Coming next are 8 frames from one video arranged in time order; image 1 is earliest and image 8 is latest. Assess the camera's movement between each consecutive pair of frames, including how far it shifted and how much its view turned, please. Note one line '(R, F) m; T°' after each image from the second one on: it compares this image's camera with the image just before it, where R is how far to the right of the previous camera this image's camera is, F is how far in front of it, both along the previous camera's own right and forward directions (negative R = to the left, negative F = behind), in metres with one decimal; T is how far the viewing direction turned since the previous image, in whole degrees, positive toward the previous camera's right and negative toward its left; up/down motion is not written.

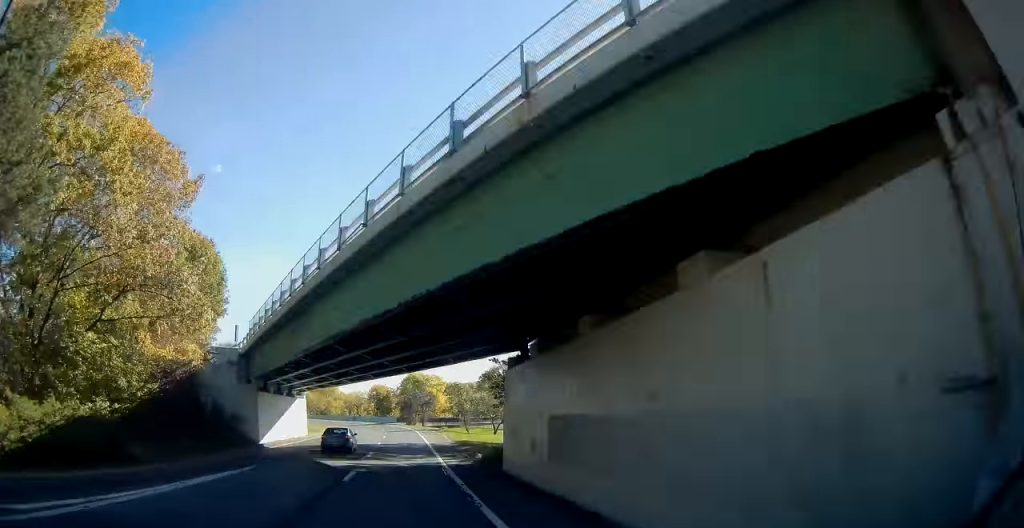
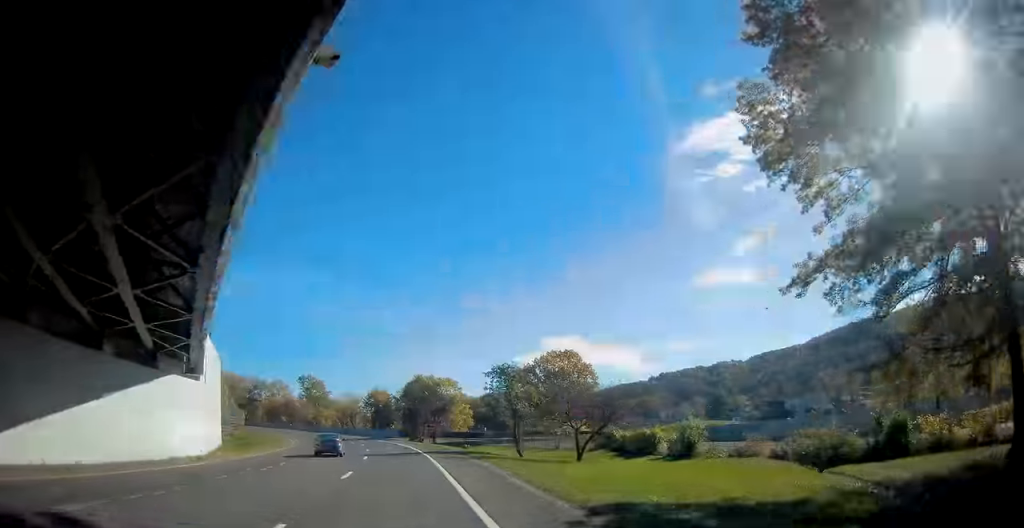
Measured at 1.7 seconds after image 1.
(+0.3, +34.5) m; -1°
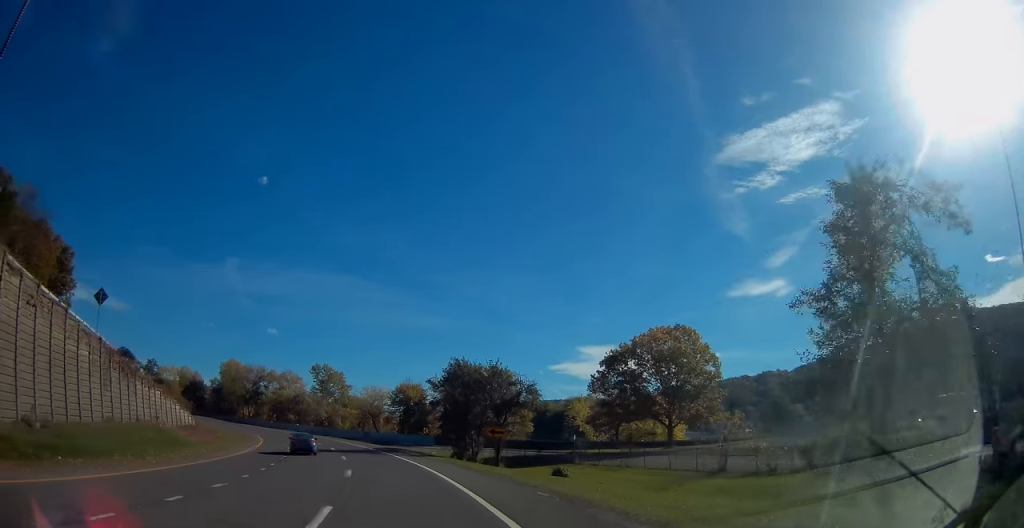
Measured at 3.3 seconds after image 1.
(-1.2, +32.5) m; -4°
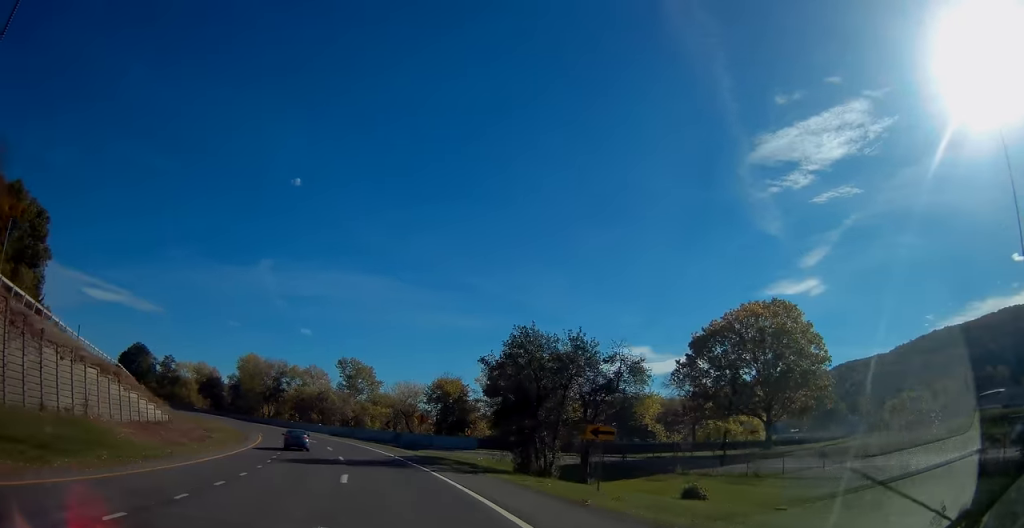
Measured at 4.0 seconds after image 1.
(-0.3, +14.1) m; -3°
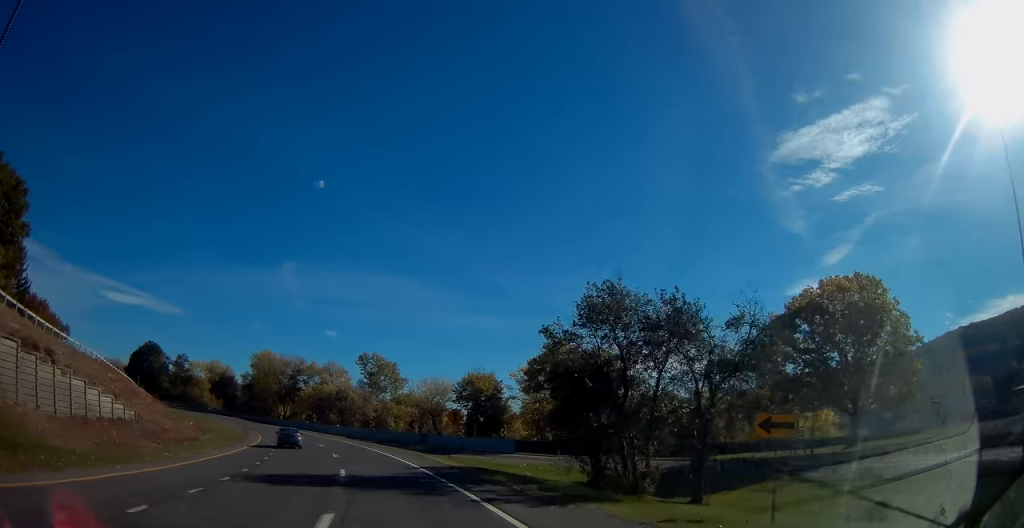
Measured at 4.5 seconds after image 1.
(+0.2, +9.5) m; -3°
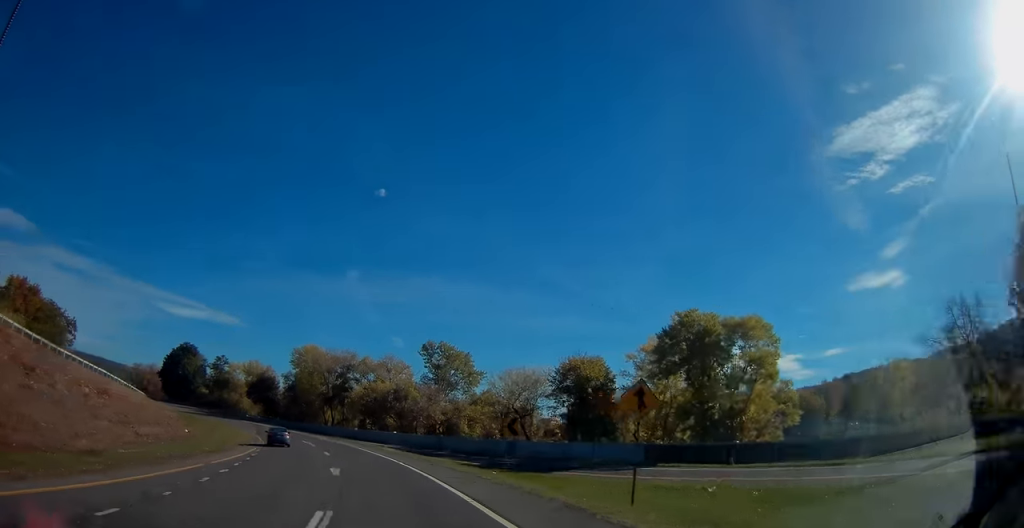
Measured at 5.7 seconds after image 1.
(-1.9, +21.0) m; -9°
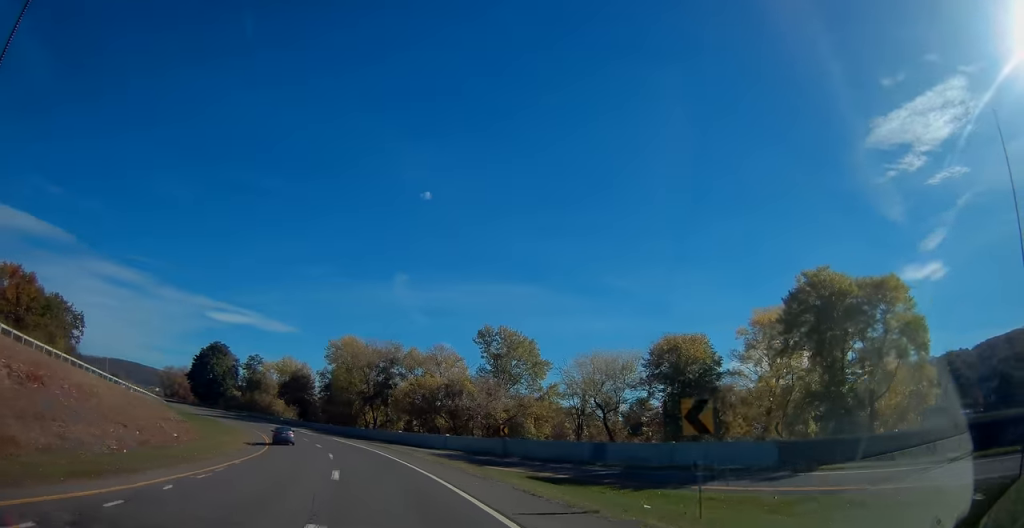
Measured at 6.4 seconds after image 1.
(-0.6, +12.7) m; -4°
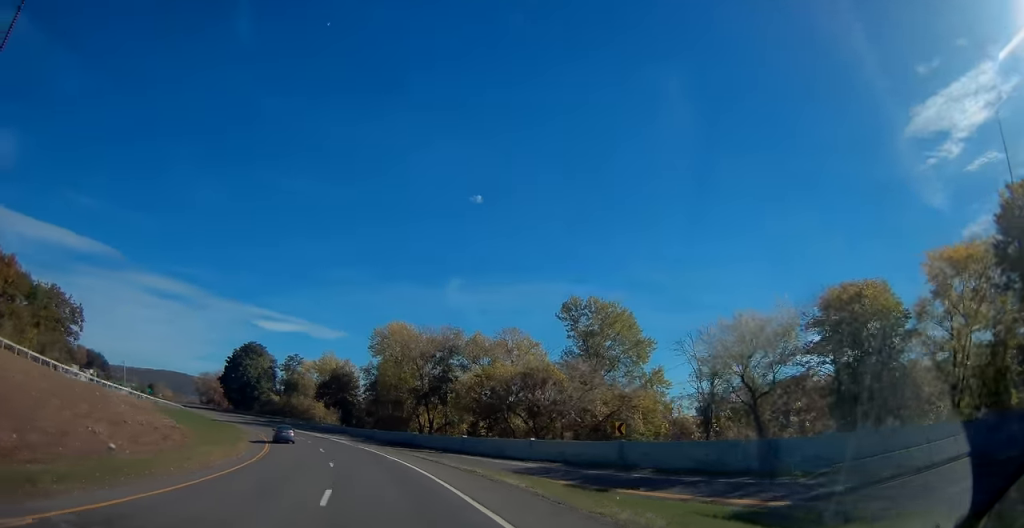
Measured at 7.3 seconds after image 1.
(-0.6, +19.0) m; -3°
